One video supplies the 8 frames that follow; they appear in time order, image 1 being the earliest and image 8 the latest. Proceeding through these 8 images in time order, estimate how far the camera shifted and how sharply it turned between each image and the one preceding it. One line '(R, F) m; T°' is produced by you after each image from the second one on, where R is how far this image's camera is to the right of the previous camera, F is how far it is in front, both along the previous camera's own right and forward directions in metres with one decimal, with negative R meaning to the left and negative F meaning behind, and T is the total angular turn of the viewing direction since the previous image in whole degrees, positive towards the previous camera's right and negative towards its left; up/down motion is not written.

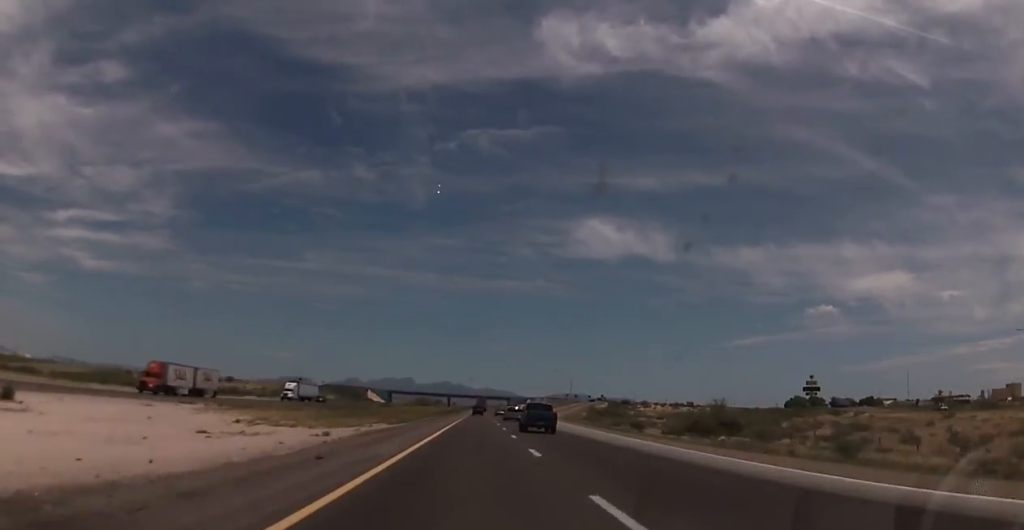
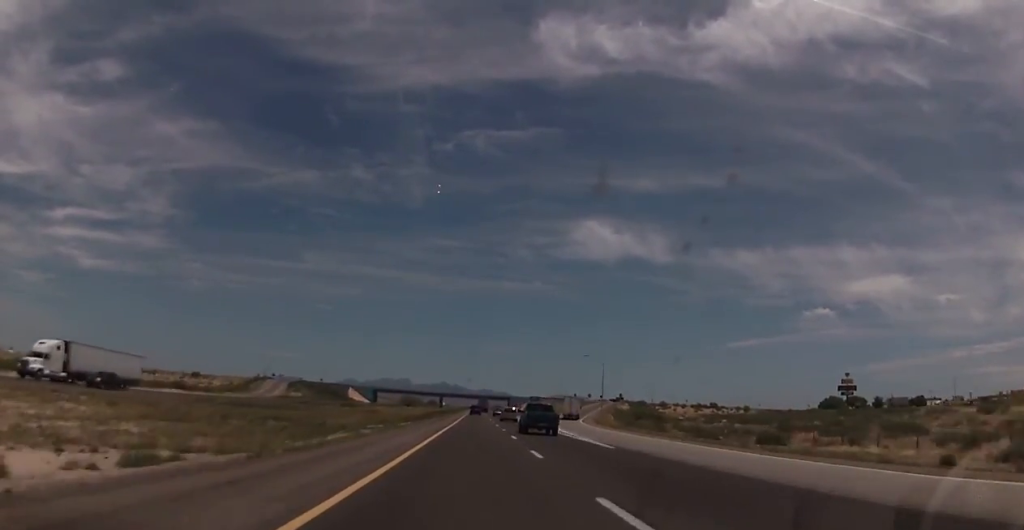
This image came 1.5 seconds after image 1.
(-0.1, +48.4) m; 0°
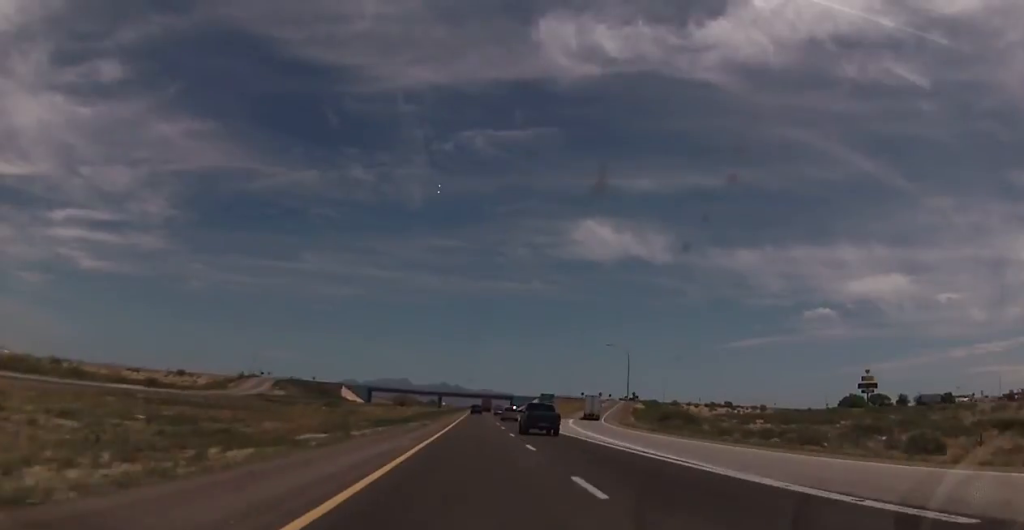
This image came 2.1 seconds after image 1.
(0.0, +21.0) m; 0°
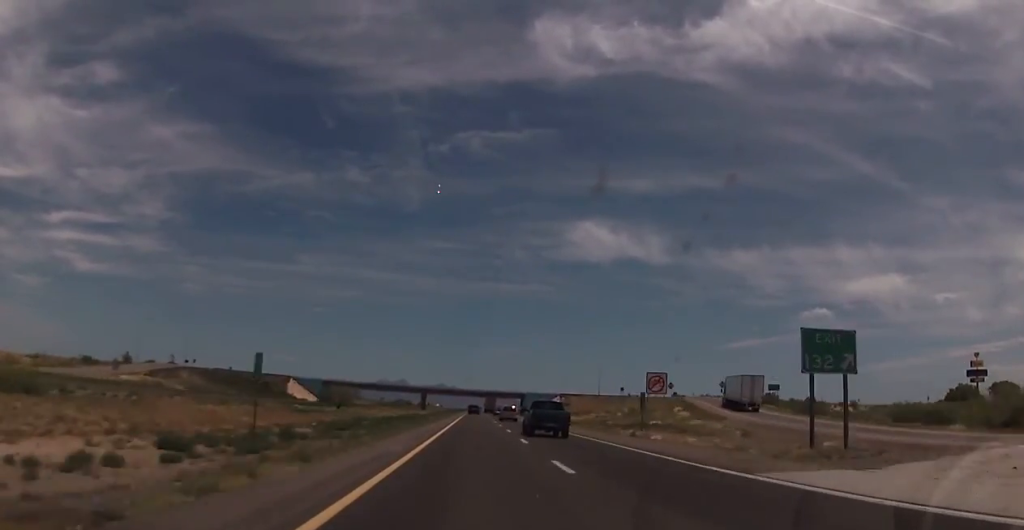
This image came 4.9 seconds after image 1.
(+0.1, +92.7) m; 0°
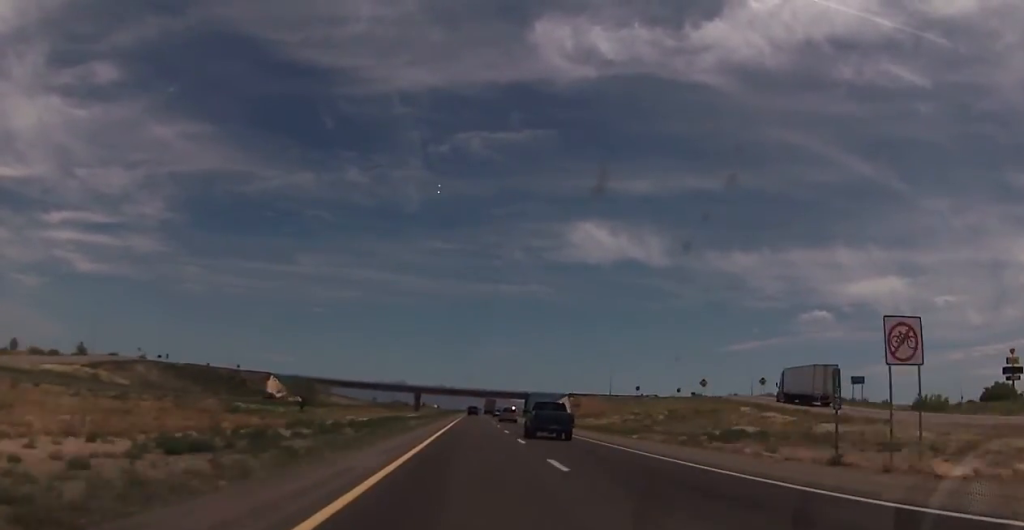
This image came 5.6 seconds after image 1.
(0.0, +23.6) m; 0°
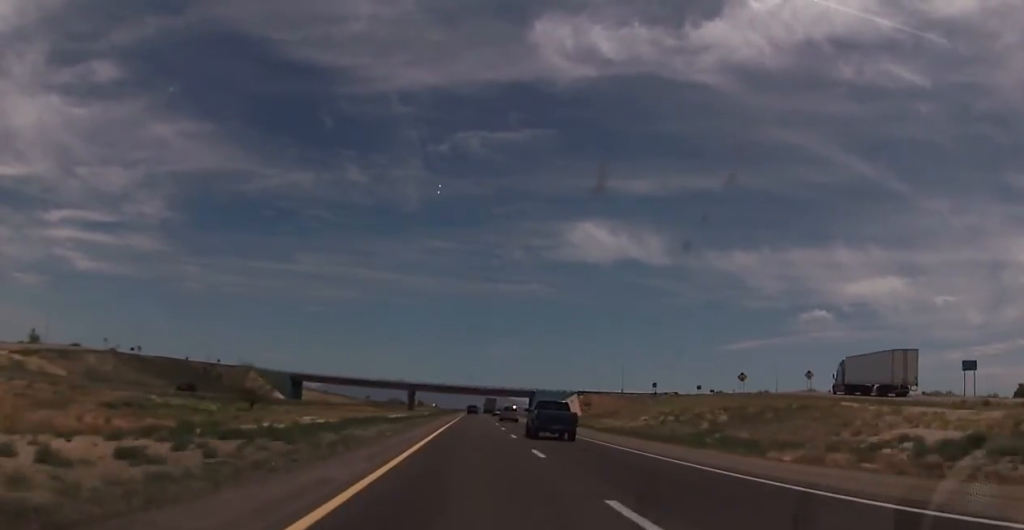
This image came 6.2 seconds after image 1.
(0.0, +20.3) m; 0°
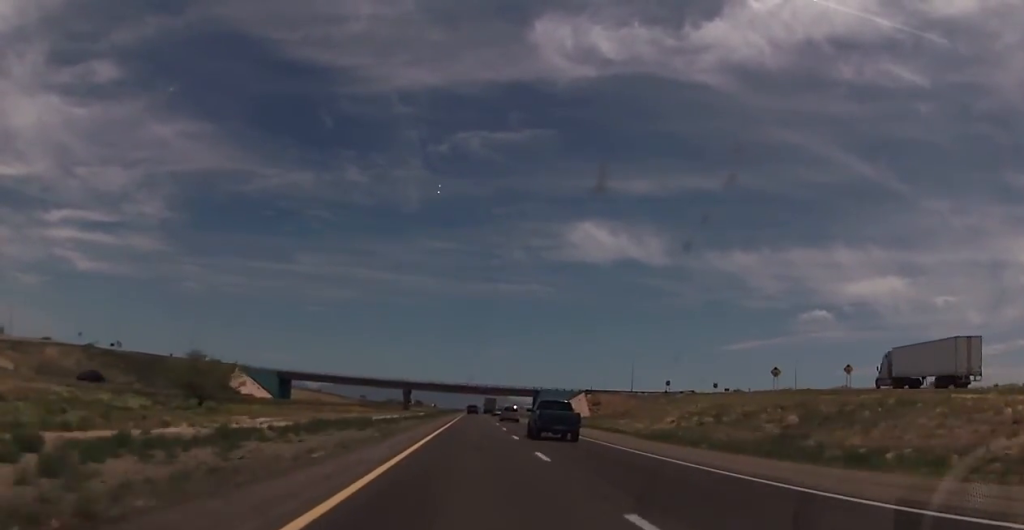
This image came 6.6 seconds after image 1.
(0.0, +13.5) m; 0°
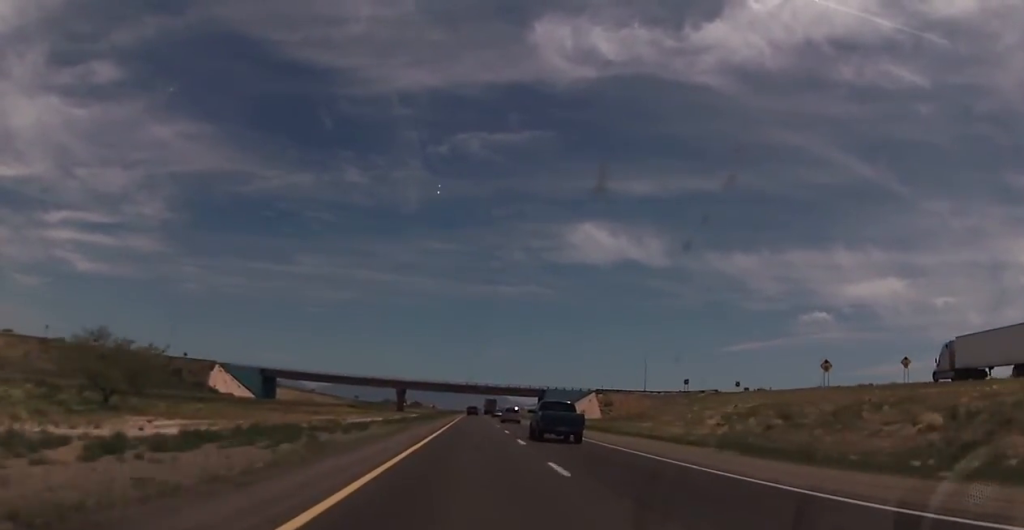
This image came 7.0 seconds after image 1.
(0.0, +15.7) m; 0°
